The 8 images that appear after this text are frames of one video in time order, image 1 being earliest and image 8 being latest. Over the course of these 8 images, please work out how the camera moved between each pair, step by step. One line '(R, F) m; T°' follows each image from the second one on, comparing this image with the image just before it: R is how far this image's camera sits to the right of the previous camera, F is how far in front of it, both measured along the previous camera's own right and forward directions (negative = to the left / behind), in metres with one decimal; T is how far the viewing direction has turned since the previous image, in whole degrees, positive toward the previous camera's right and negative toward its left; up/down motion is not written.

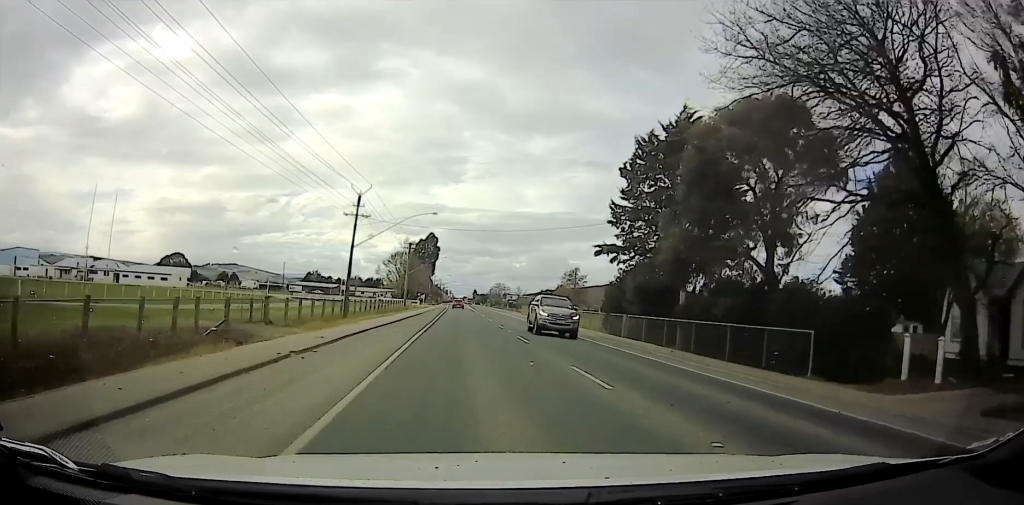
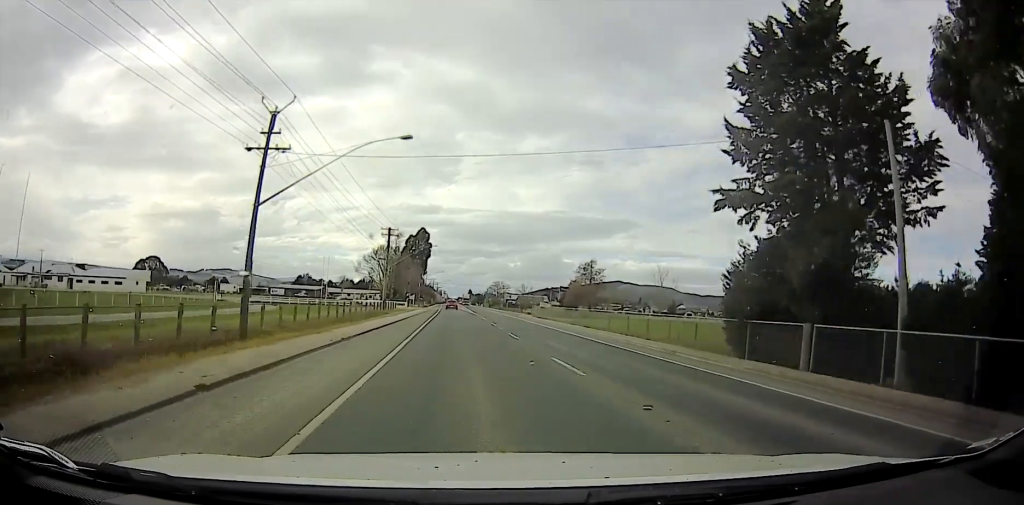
(-0.1, +13.1) m; -1°
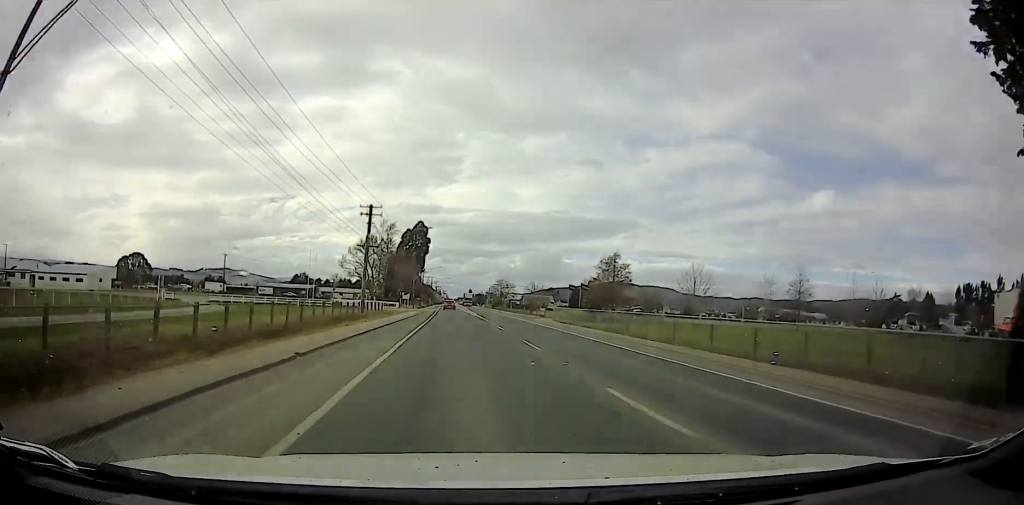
(0.0, +10.6) m; 0°
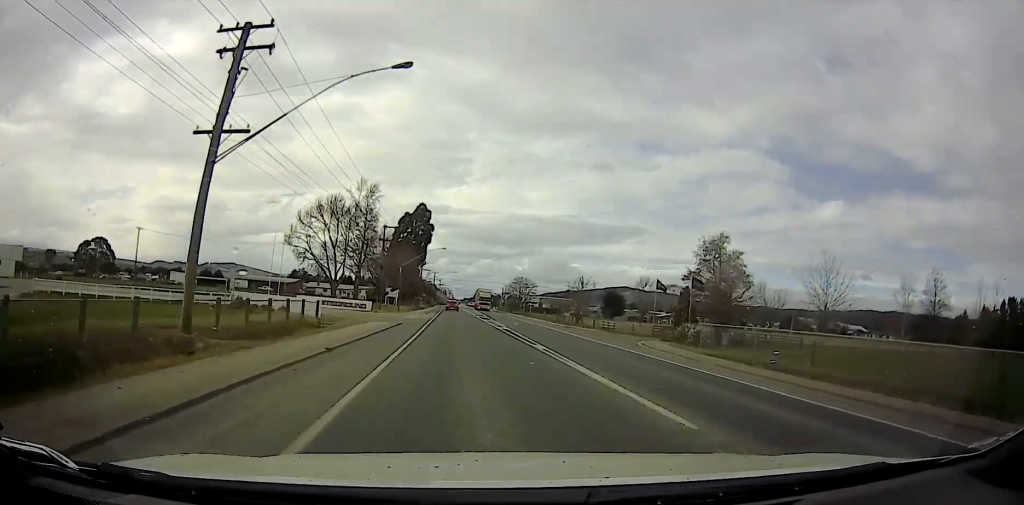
(-0.2, +24.6) m; -1°
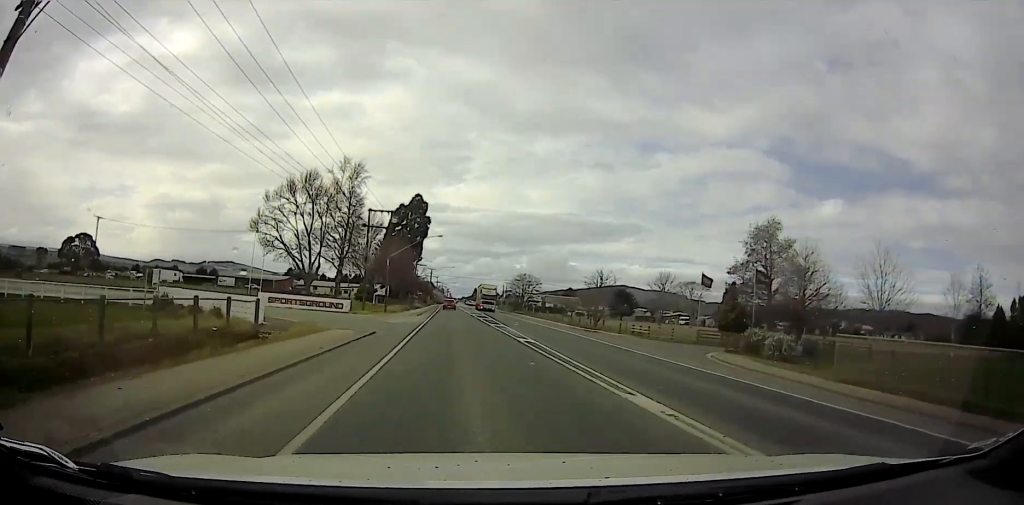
(0.0, +6.4) m; +1°
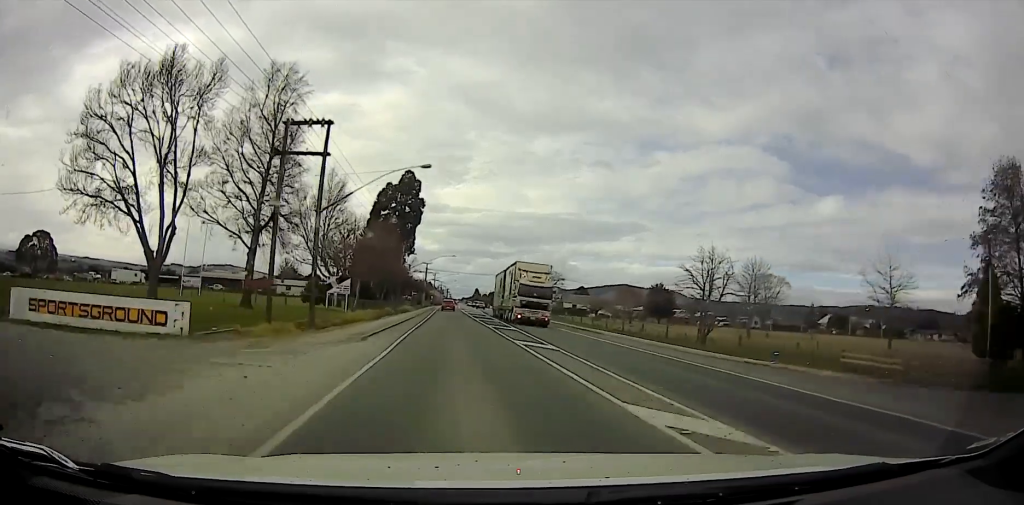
(+0.7, +16.9) m; +3°
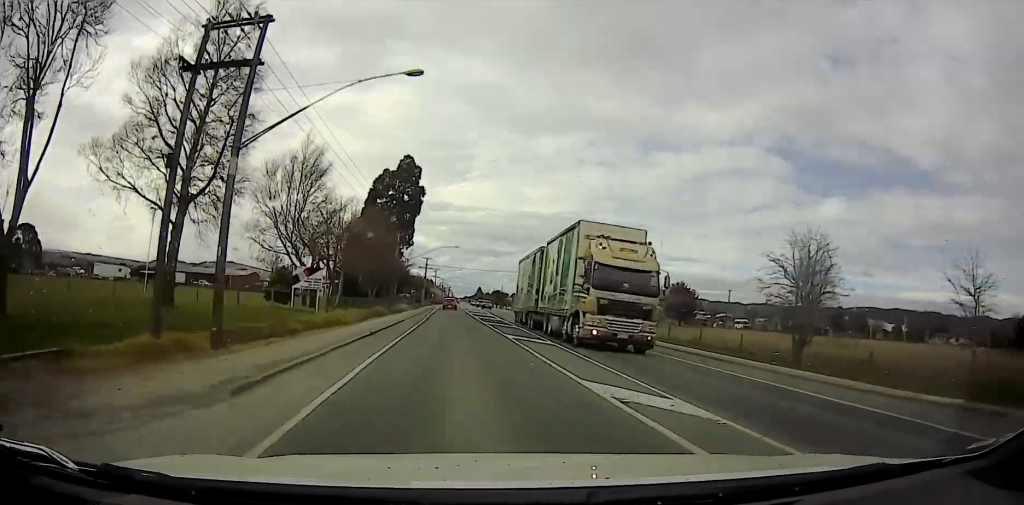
(+0.1, +6.7) m; 0°
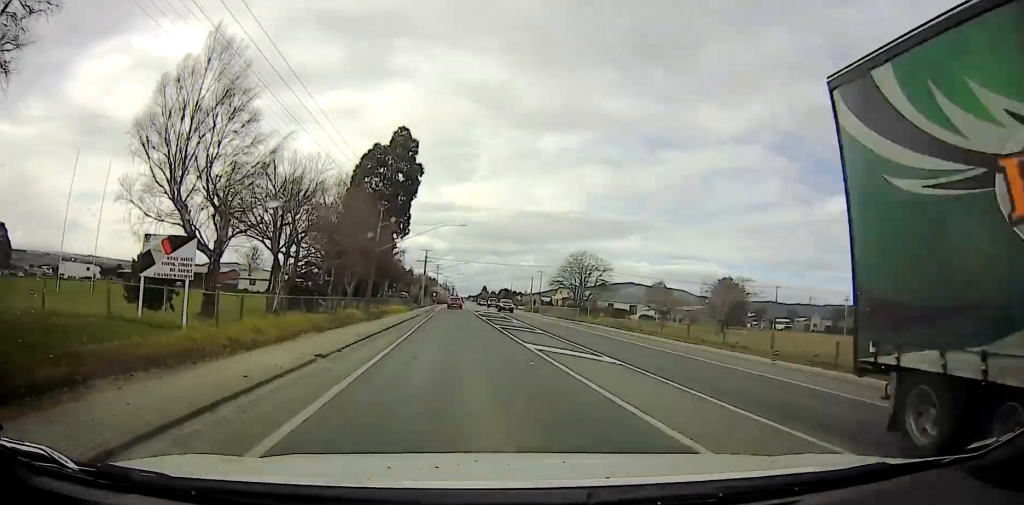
(-0.4, +12.1) m; -2°
